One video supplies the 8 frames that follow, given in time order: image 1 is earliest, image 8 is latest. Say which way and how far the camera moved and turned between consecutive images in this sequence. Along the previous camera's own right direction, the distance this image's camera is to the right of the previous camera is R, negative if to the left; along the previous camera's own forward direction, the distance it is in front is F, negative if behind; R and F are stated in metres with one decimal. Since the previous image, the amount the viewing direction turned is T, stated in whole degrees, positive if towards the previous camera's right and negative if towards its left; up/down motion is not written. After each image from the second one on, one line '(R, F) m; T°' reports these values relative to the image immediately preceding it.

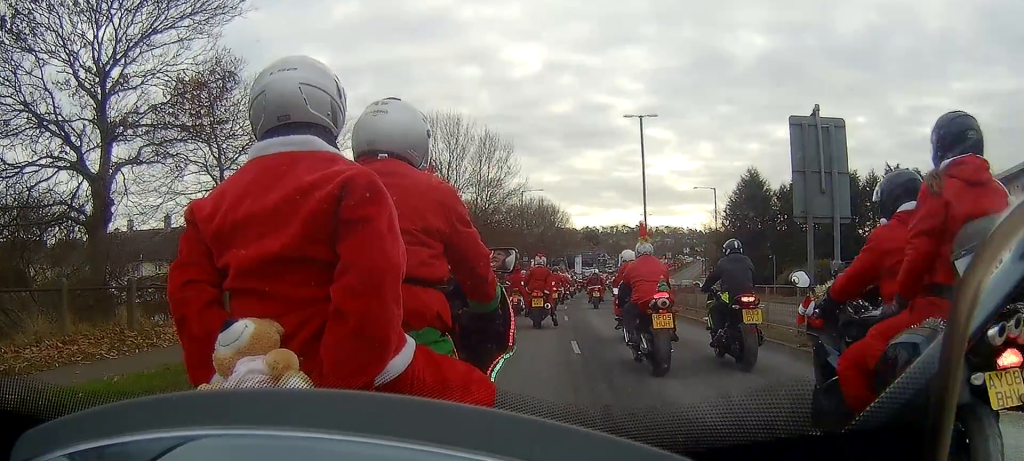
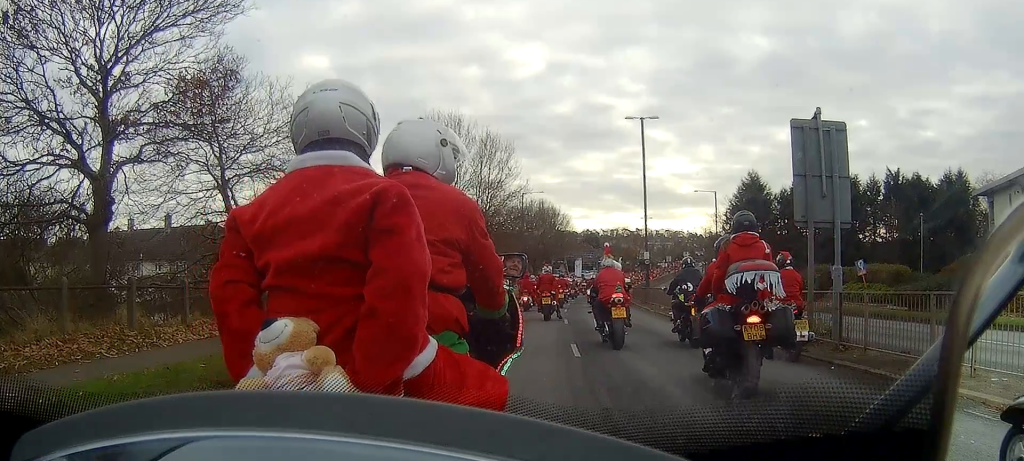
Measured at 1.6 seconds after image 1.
(0.0, +0.2) m; 0°
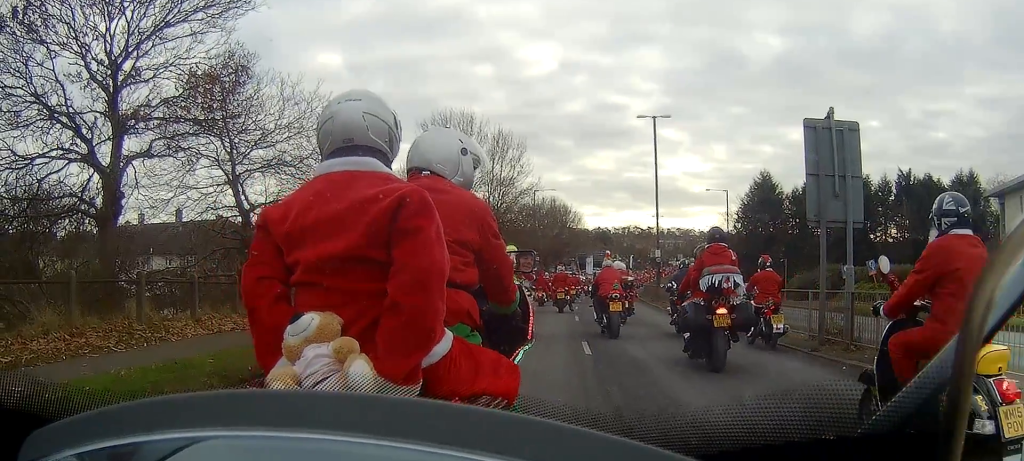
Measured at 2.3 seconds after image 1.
(0.0, 0.0) m; 0°
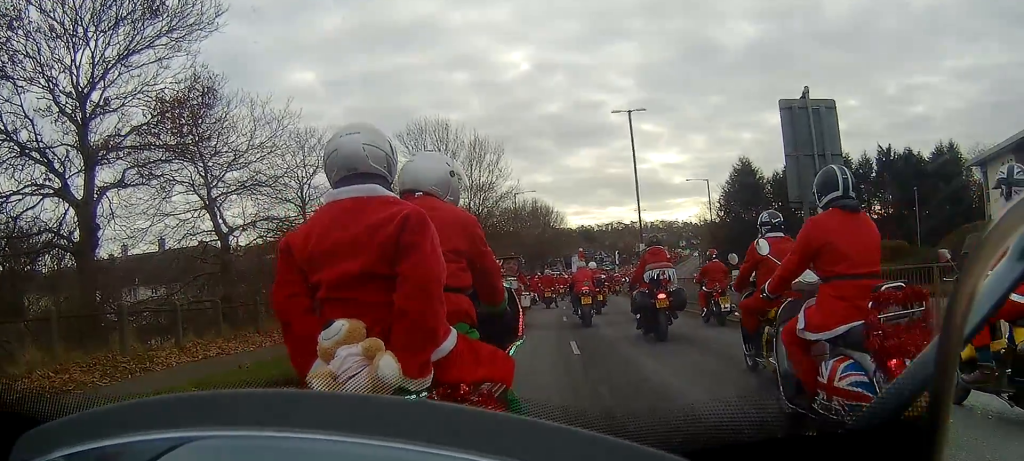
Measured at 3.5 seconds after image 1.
(0.0, 0.0) m; 0°
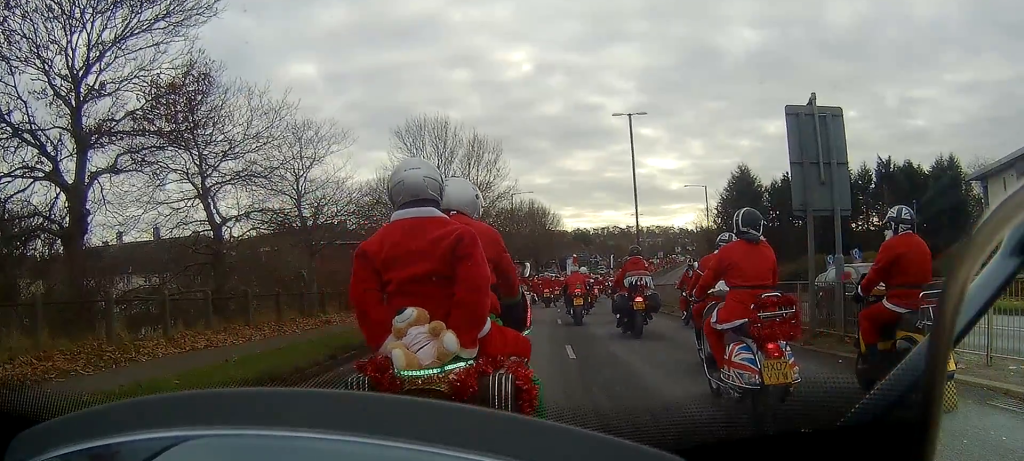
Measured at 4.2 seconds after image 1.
(0.0, 0.0) m; 0°
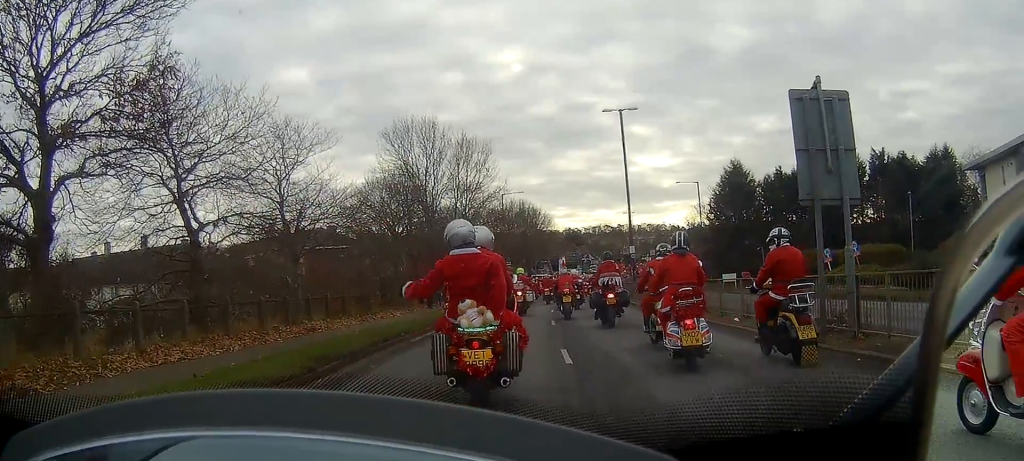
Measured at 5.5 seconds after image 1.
(-0.2, +0.6) m; 0°
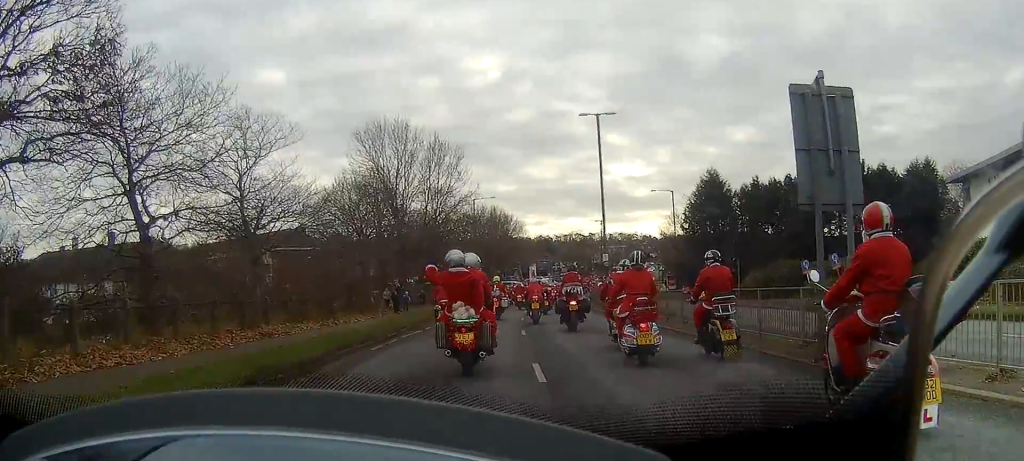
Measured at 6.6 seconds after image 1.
(-0.1, +1.3) m; -2°
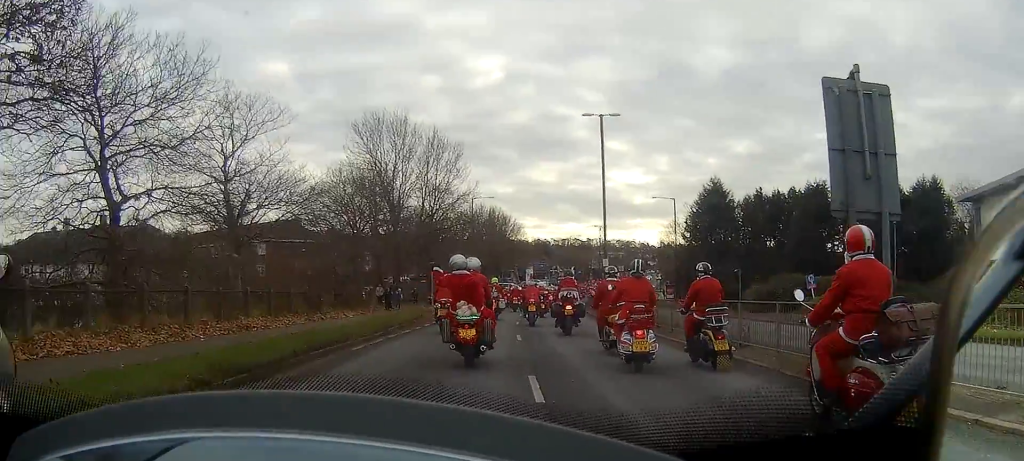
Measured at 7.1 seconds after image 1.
(+0.1, +1.2) m; -1°
